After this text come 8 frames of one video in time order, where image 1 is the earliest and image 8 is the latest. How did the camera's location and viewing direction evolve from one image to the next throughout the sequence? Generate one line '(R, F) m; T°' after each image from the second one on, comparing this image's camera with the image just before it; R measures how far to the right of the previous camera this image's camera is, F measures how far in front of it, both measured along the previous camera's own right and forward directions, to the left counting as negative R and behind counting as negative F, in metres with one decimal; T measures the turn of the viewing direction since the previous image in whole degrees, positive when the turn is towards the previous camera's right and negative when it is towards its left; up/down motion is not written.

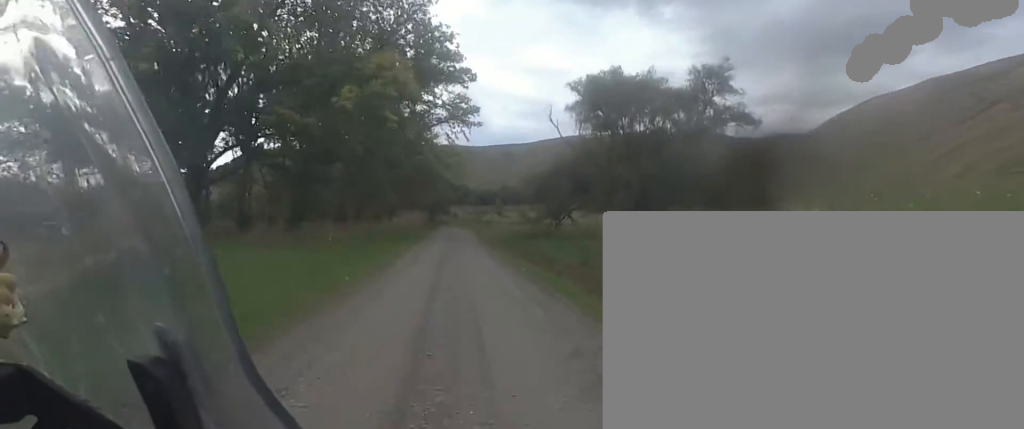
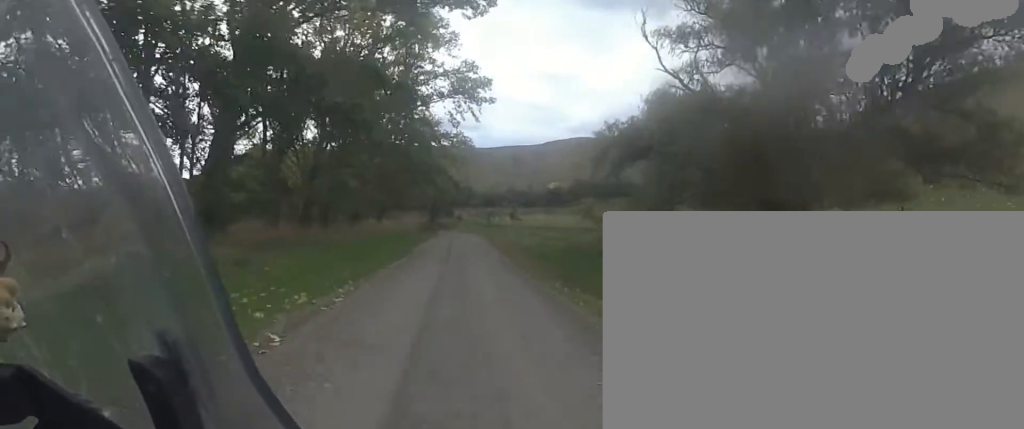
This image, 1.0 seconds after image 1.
(-0.6, +17.4) m; 0°
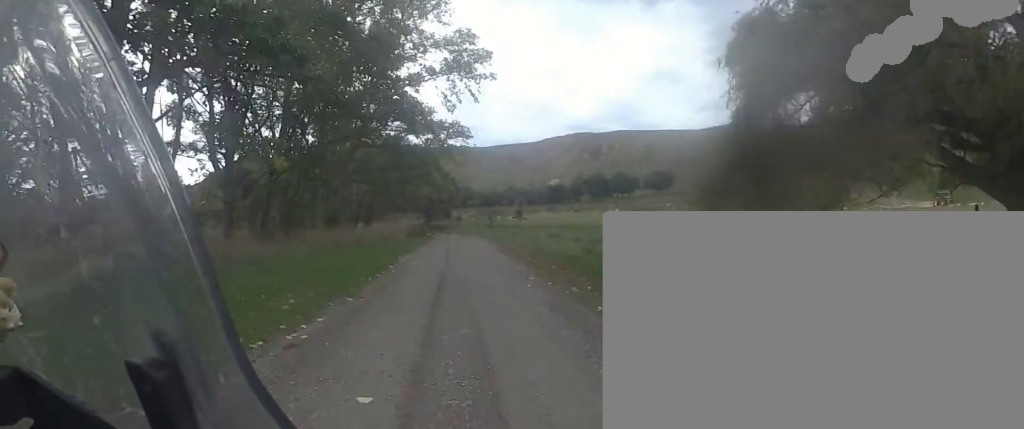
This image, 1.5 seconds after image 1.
(+0.3, +9.3) m; +1°
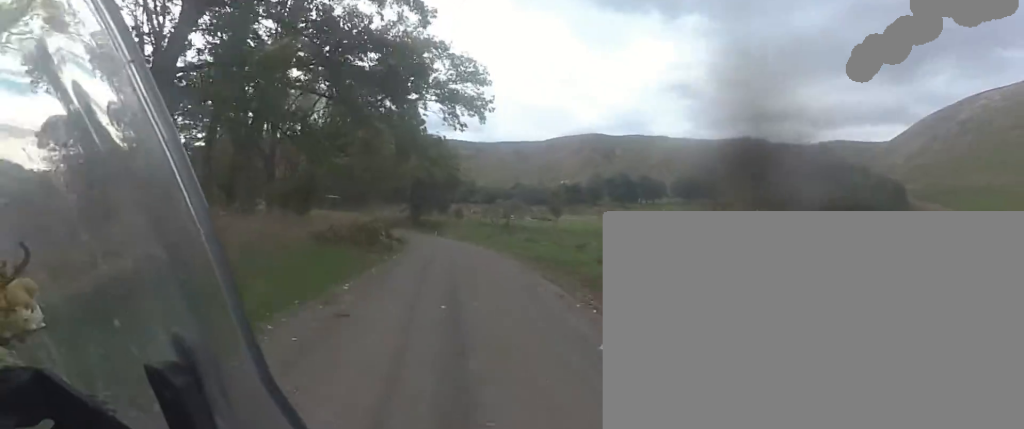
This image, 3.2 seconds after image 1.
(+0.4, +27.5) m; -1°
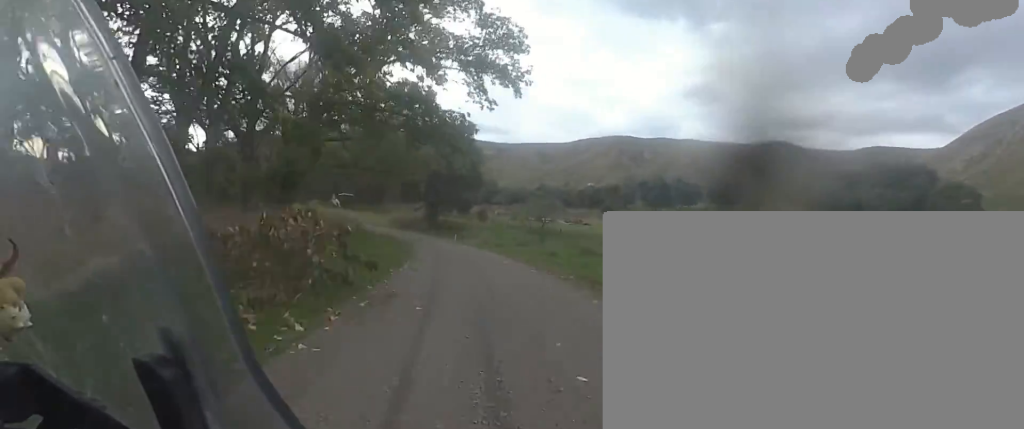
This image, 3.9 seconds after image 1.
(-0.3, +10.0) m; -2°
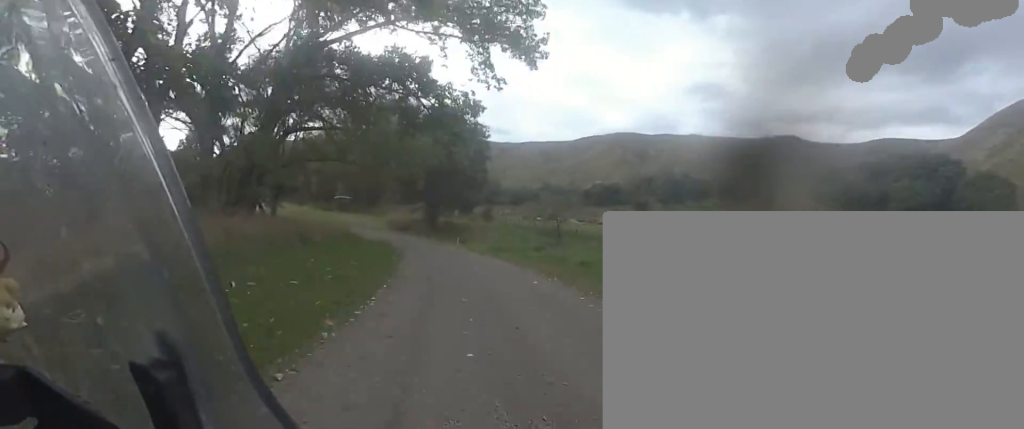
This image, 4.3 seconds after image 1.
(-0.1, +6.3) m; -3°
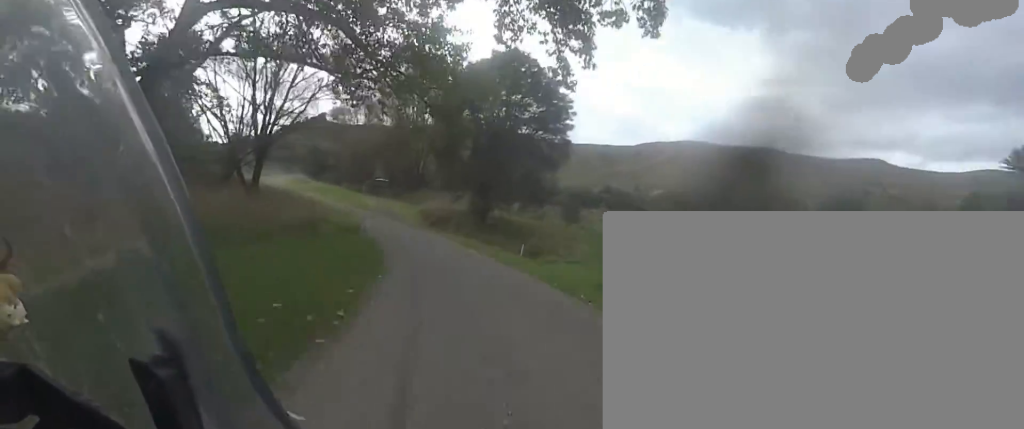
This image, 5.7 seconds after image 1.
(-1.8, +17.2) m; -10°
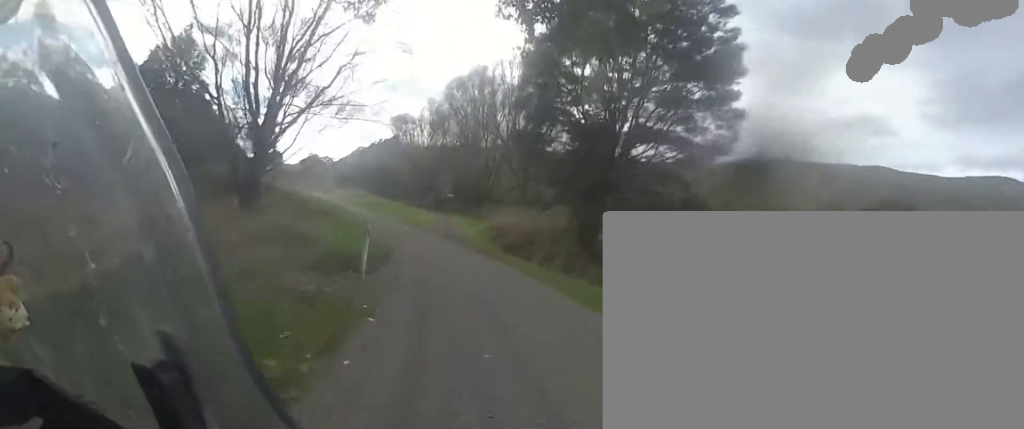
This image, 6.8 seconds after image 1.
(-0.1, +14.0) m; -6°
